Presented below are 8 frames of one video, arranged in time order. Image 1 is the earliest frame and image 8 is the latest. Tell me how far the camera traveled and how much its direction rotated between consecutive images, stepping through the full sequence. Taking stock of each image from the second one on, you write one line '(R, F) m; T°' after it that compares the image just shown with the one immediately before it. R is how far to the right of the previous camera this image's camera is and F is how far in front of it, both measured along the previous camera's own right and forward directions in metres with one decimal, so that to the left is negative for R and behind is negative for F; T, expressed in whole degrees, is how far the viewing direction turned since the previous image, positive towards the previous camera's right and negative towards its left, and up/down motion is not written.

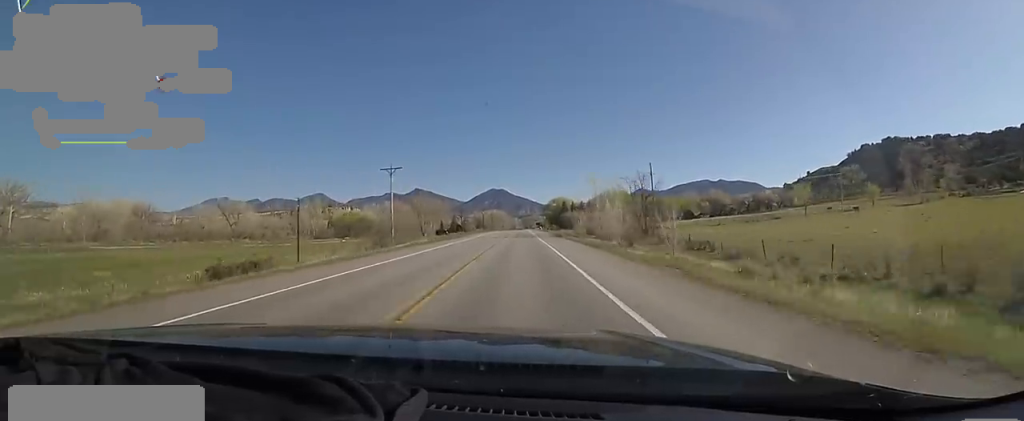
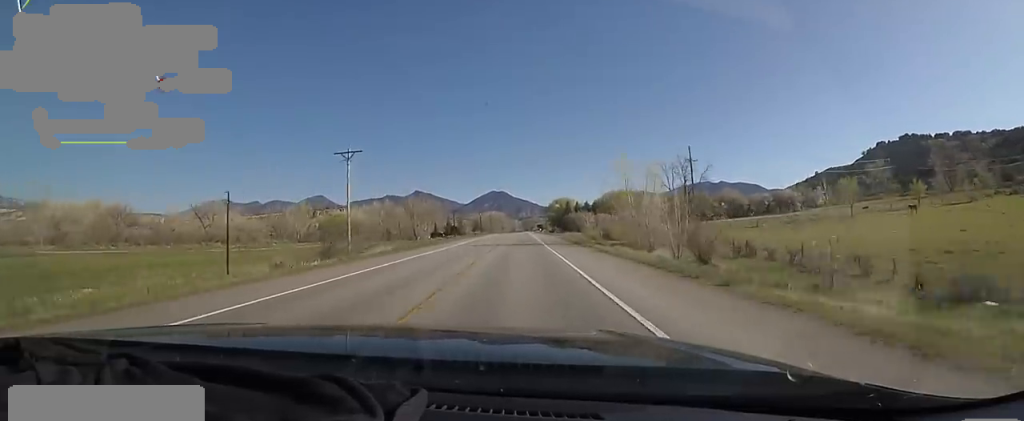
(0.0, +15.9) m; 0°
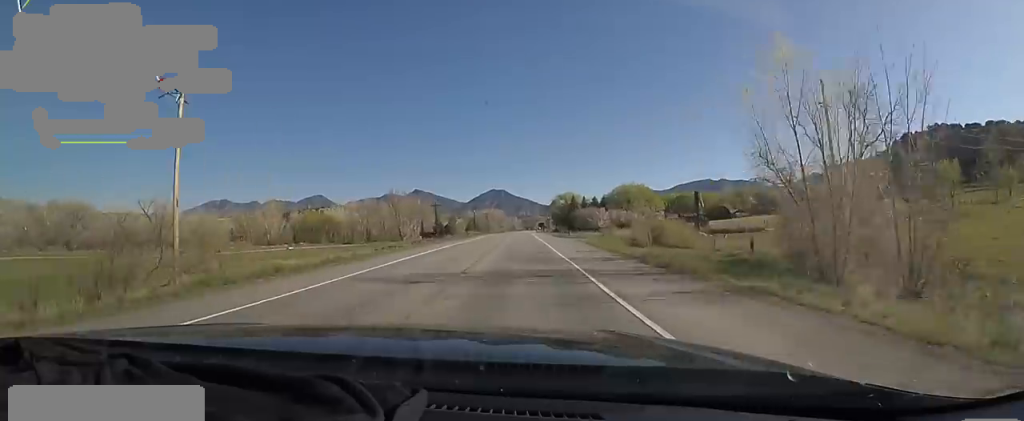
(0.0, +24.5) m; 0°
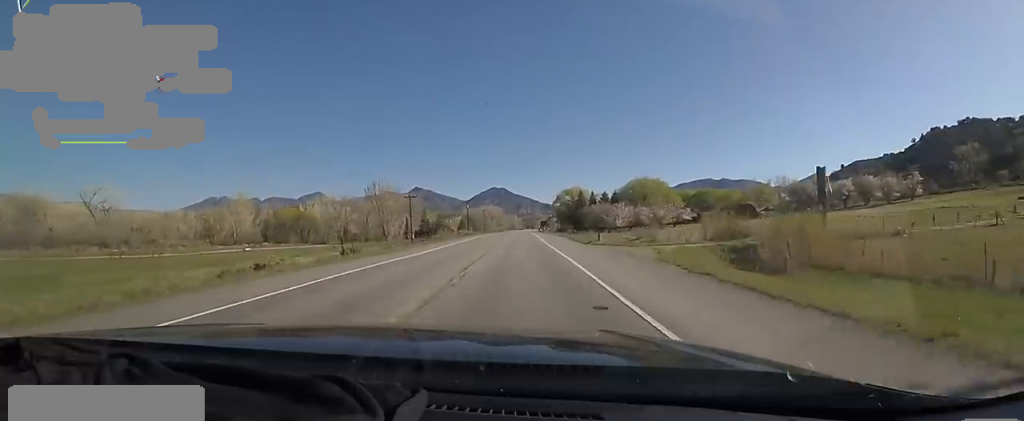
(0.0, +22.4) m; 0°
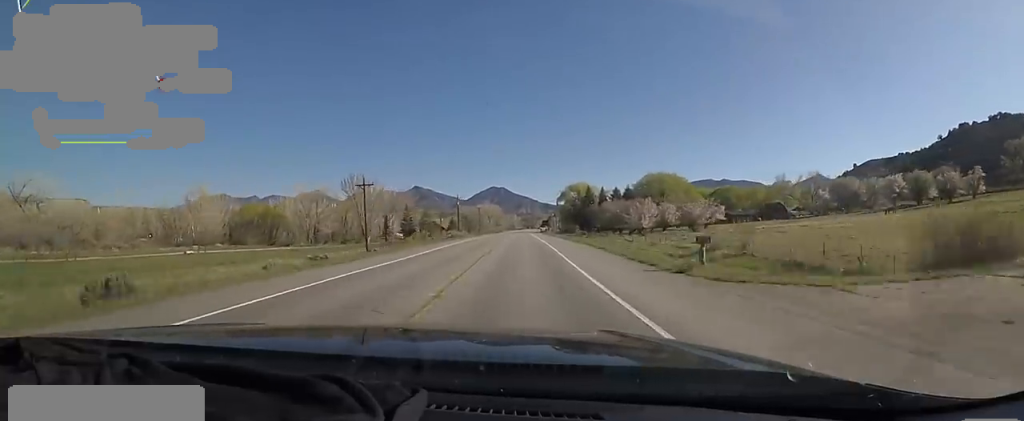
(0.0, +20.6) m; 0°
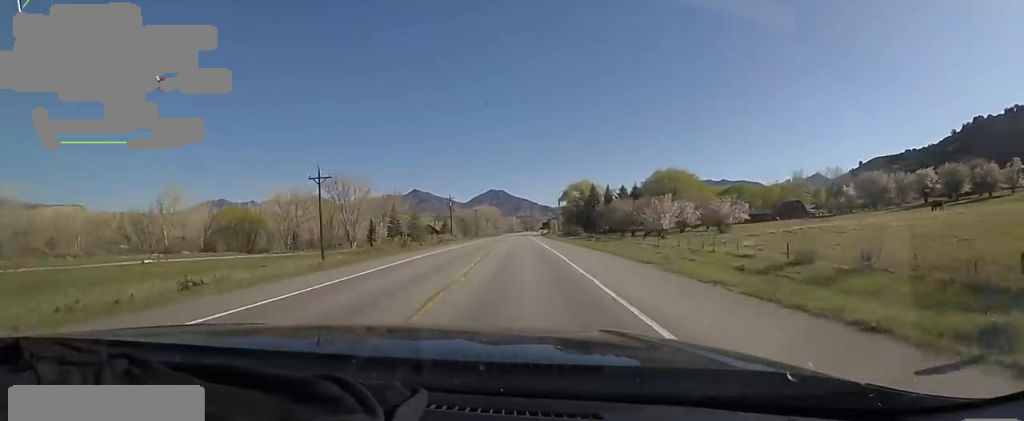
(0.0, +11.2) m; 0°
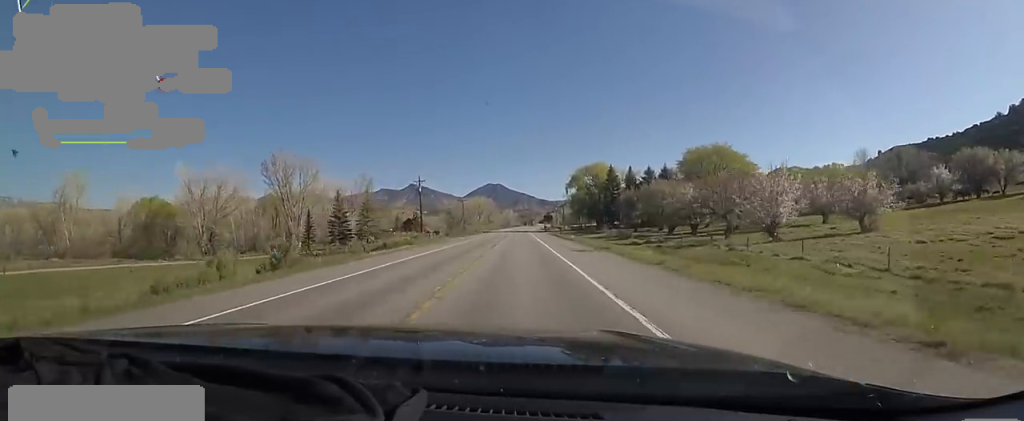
(0.0, +30.8) m; 0°
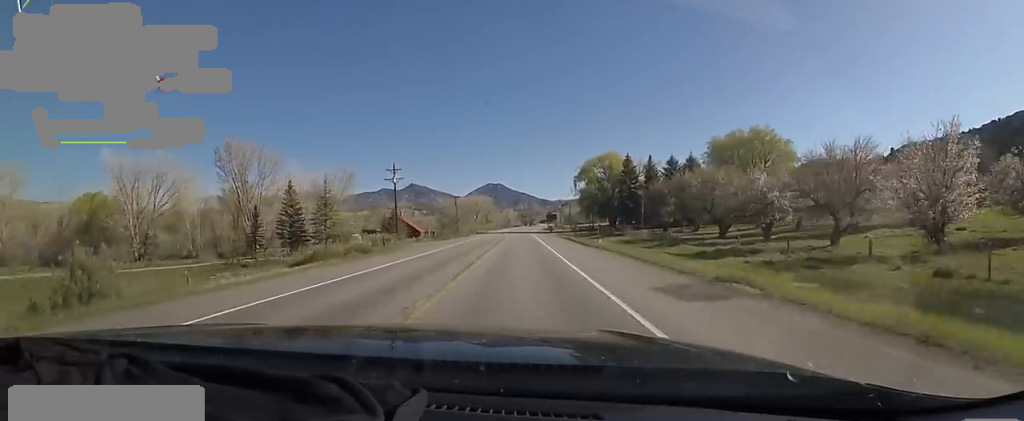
(0.0, +16.3) m; 0°
